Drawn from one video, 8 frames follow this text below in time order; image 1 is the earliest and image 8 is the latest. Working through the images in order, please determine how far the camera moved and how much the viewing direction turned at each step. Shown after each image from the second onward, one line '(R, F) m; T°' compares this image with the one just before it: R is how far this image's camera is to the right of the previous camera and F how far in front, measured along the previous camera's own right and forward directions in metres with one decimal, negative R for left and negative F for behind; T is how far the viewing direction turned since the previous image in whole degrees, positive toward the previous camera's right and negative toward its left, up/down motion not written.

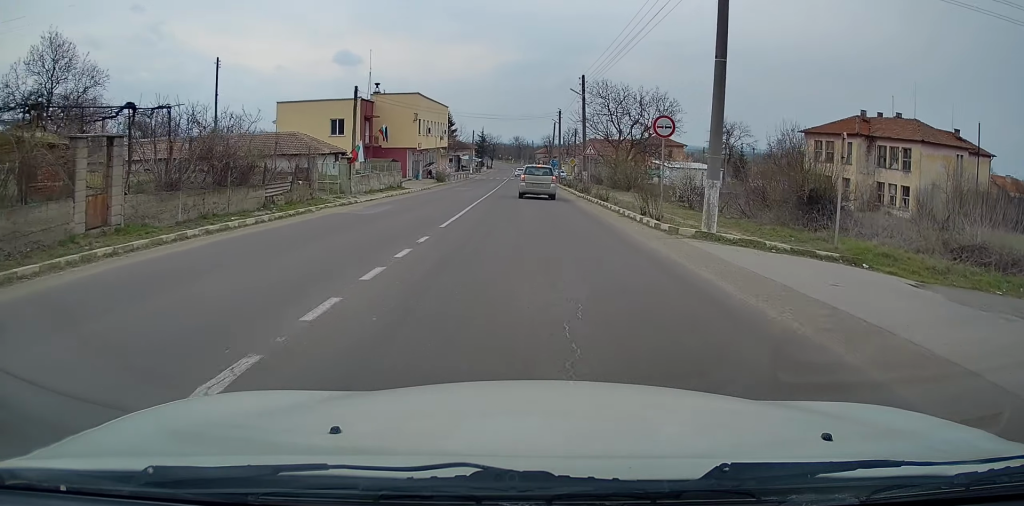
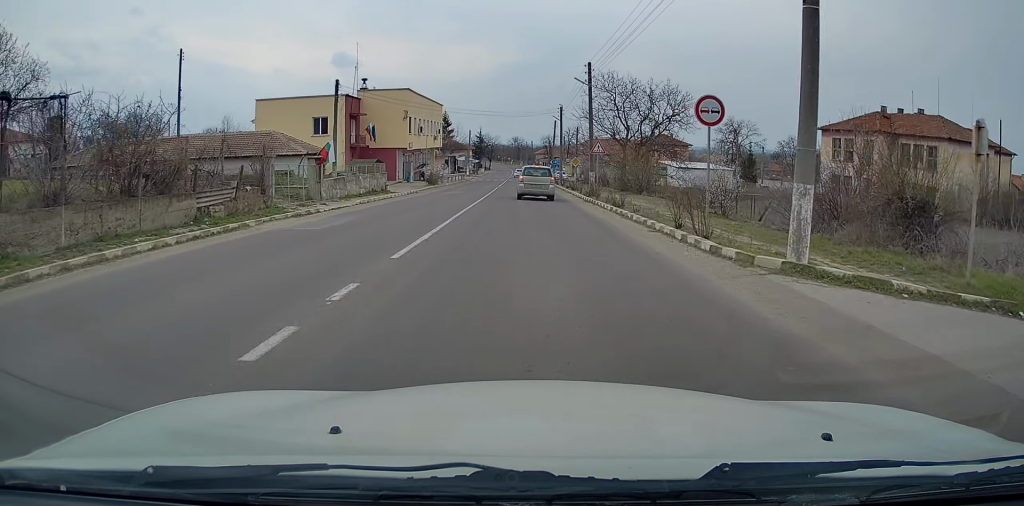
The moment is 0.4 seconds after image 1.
(0.0, +5.0) m; 0°
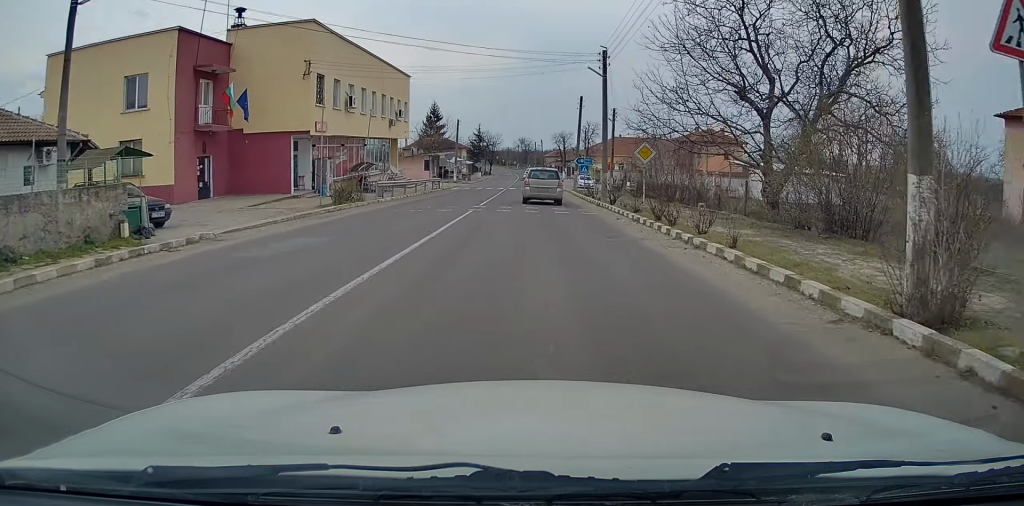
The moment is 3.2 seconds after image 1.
(-0.2, +30.3) m; 0°
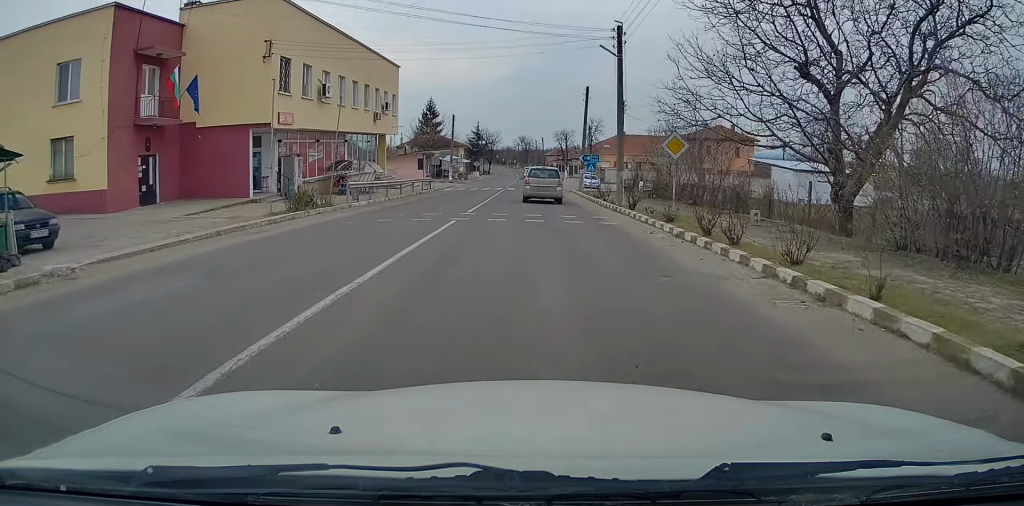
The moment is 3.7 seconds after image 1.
(0.0, +5.3) m; 0°
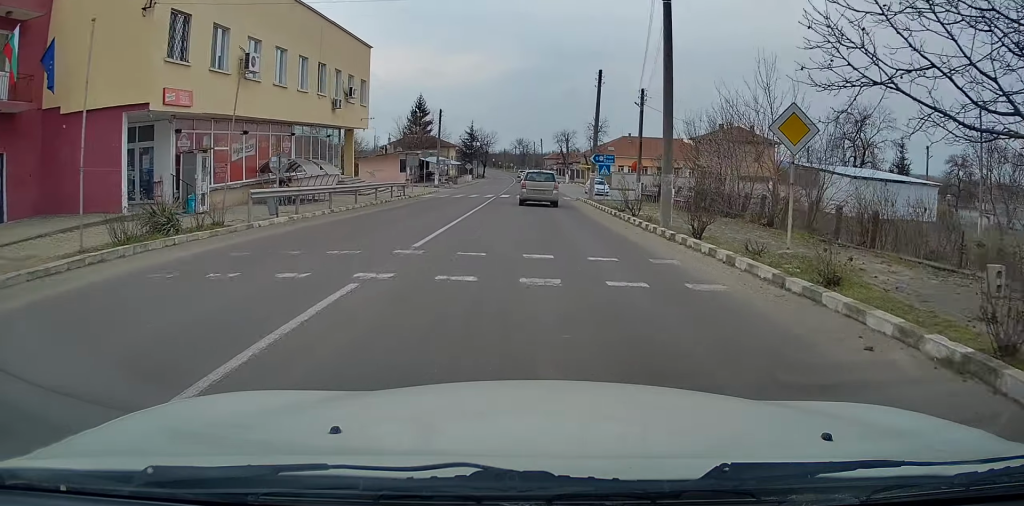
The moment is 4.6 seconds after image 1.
(0.0, +9.8) m; -1°
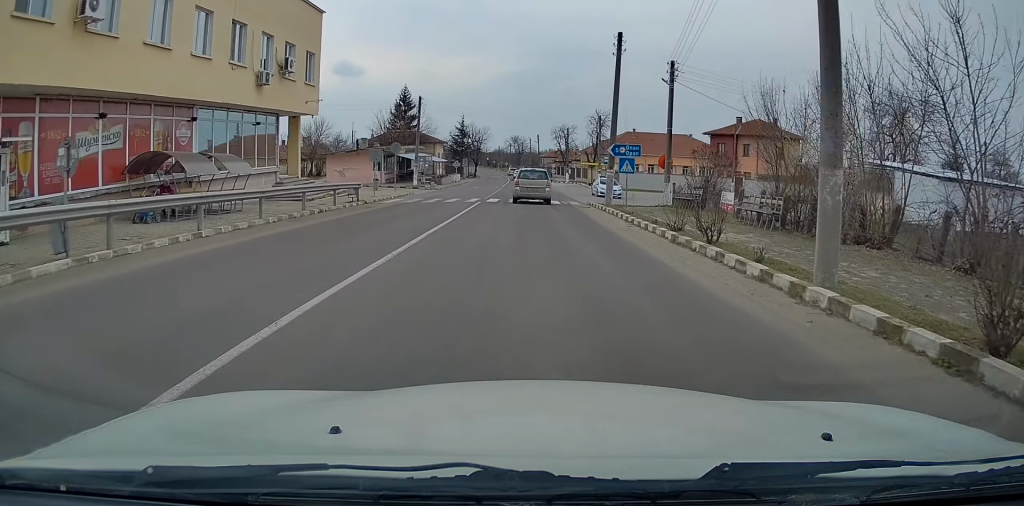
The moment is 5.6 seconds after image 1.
(-0.1, +10.1) m; +1°
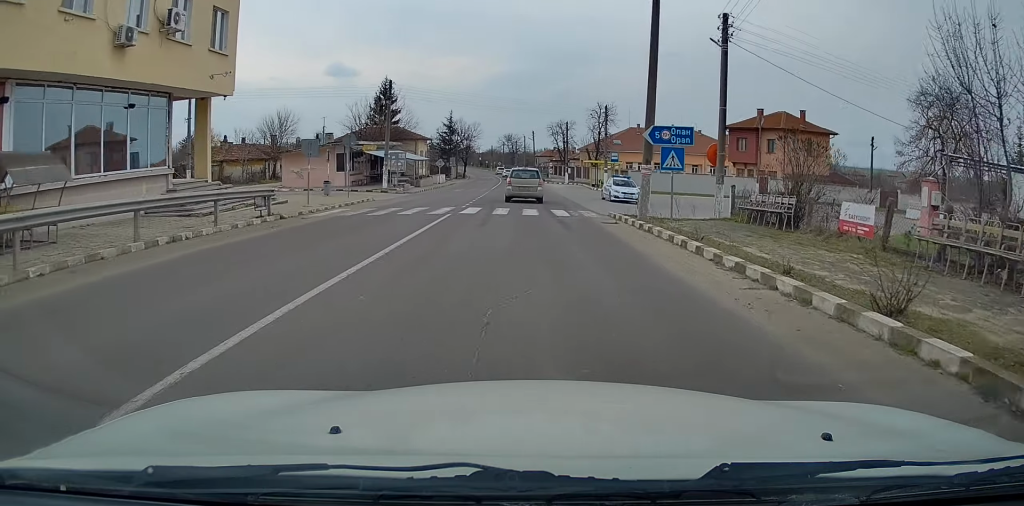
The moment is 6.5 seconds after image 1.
(+0.2, +9.8) m; +1°
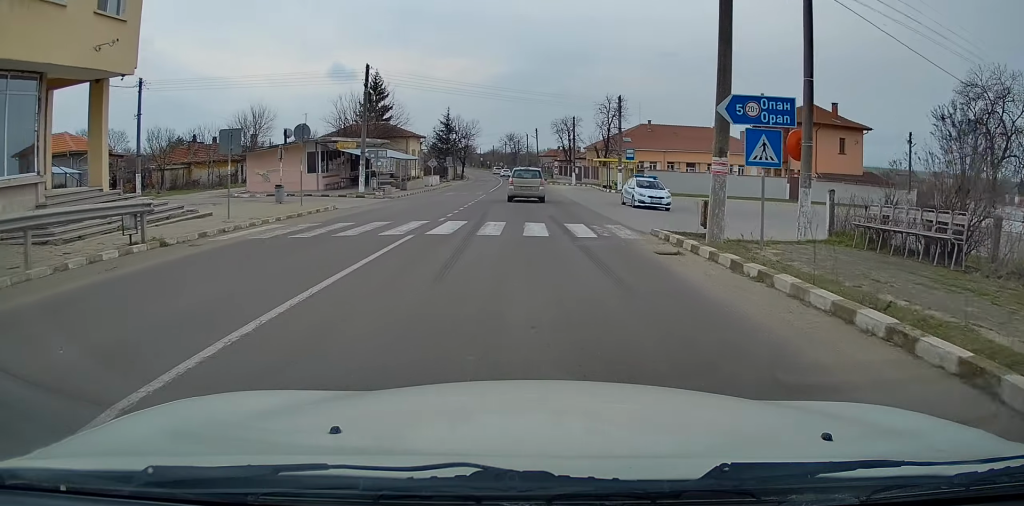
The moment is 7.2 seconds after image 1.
(+0.1, +7.2) m; 0°
